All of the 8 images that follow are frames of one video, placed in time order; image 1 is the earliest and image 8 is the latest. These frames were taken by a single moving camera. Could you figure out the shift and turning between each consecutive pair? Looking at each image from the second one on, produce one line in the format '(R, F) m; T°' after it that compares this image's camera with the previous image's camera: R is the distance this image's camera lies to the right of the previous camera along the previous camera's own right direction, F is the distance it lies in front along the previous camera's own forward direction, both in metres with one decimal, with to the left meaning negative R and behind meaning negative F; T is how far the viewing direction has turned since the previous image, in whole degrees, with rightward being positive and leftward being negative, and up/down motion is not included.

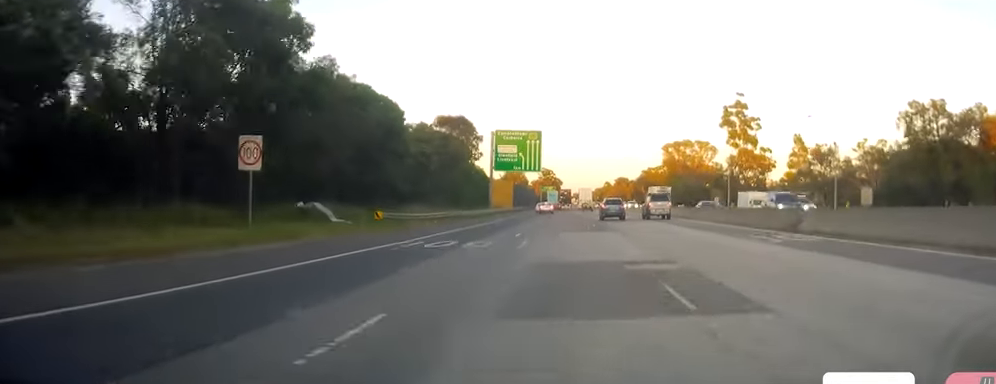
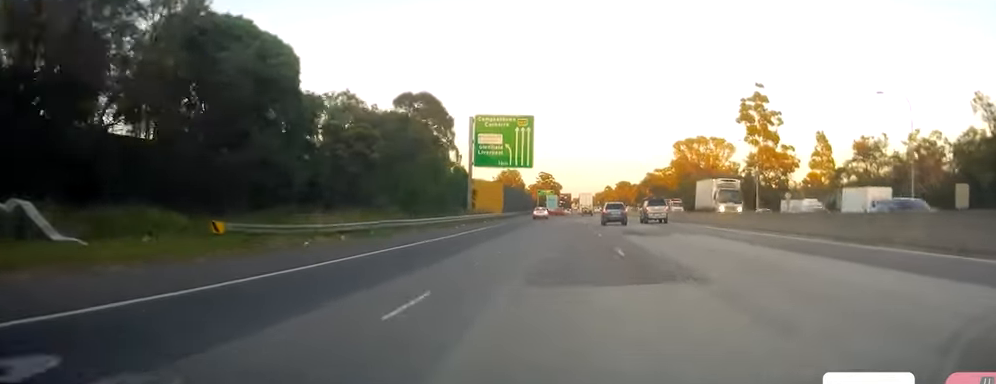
(+0.1, +21.0) m; +1°
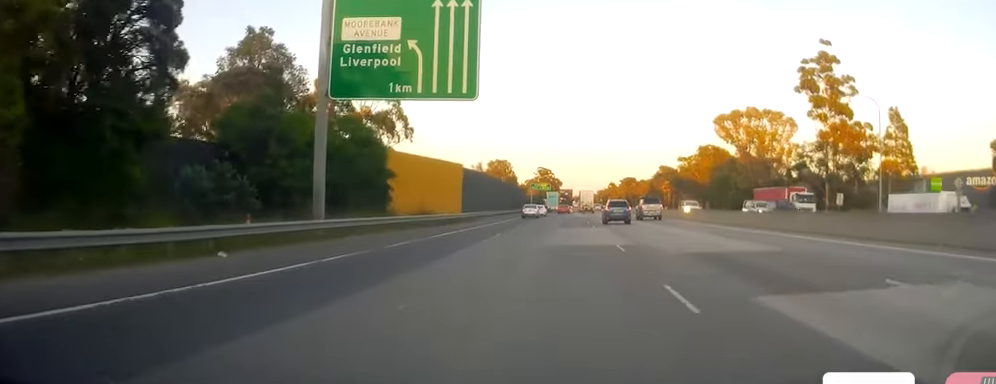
(+0.2, +47.0) m; 0°
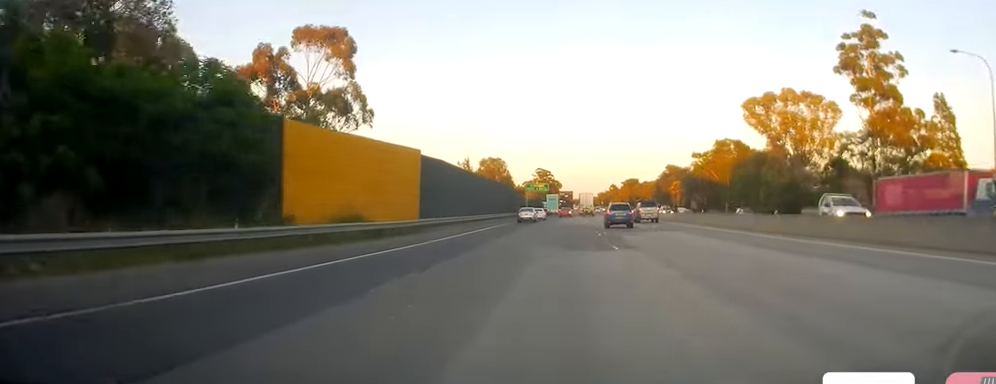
(-0.3, +20.7) m; 0°
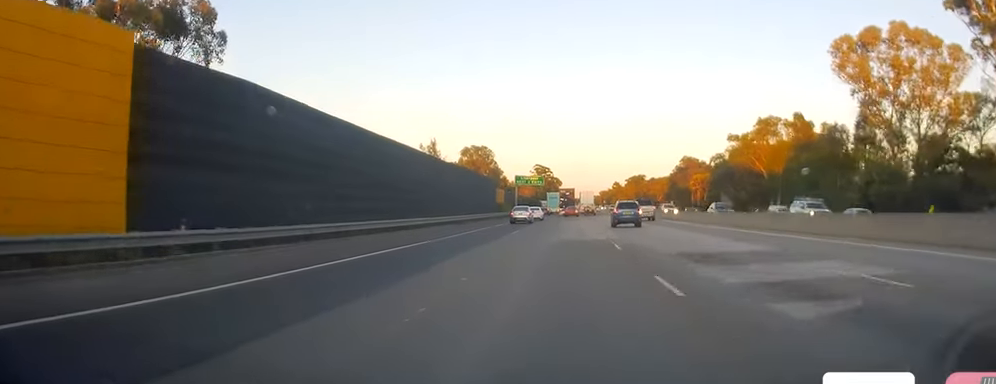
(+0.1, +36.2) m; 0°
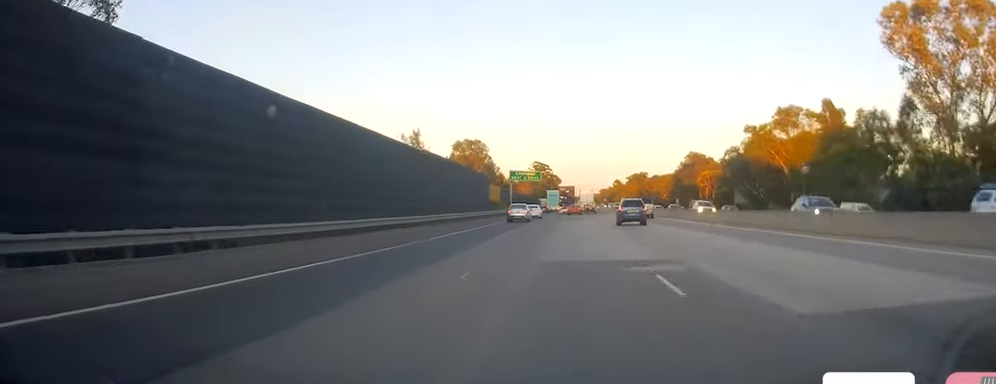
(-0.3, +12.0) m; 0°
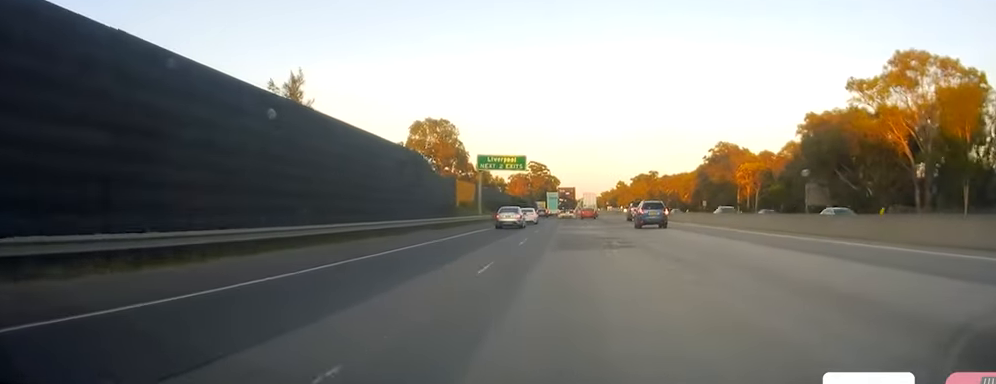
(+0.3, +43.0) m; 0°
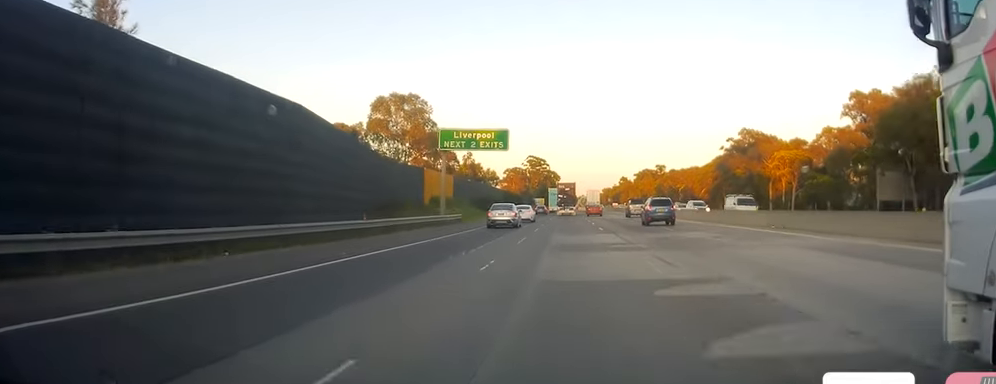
(+0.1, +23.6) m; +1°
